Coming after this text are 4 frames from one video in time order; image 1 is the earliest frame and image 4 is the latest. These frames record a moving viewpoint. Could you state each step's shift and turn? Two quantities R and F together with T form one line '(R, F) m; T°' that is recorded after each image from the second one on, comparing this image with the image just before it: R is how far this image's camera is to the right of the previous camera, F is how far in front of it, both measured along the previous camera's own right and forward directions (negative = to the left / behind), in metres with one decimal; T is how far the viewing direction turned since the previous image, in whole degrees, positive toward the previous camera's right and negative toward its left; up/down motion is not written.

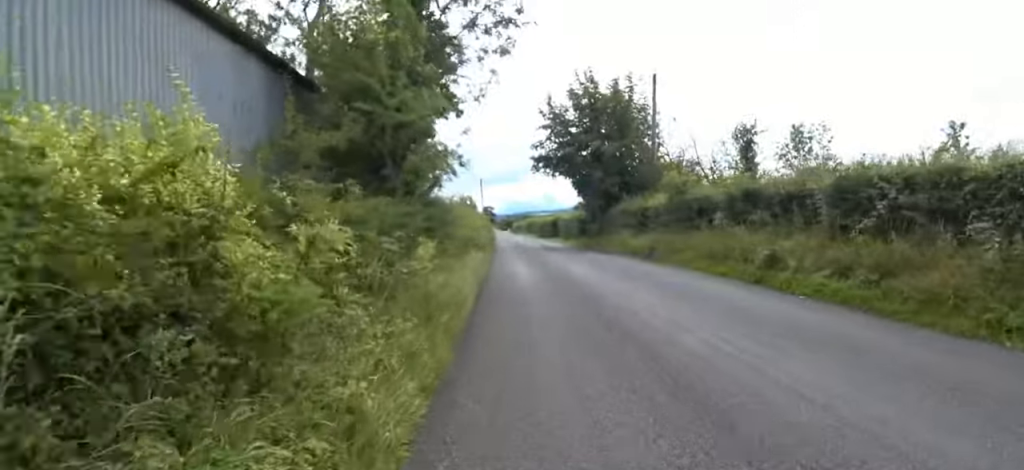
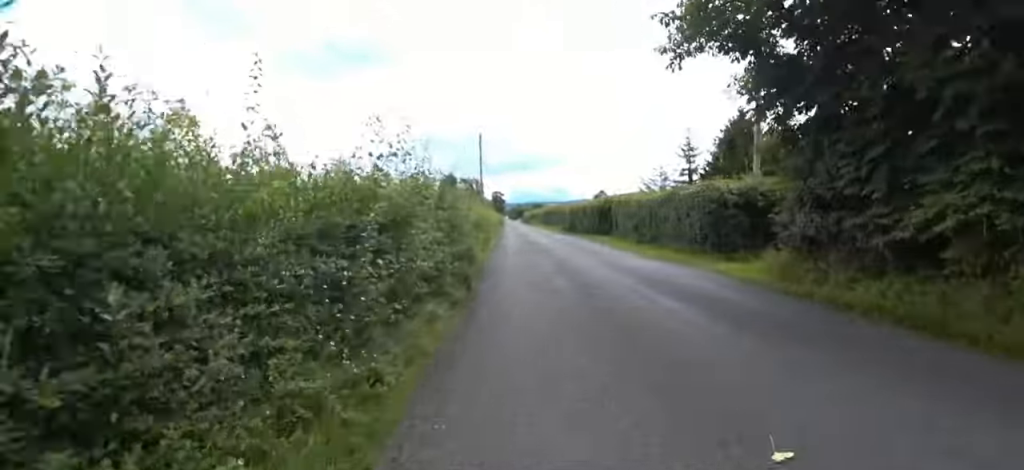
(-0.8, +21.4) m; -8°
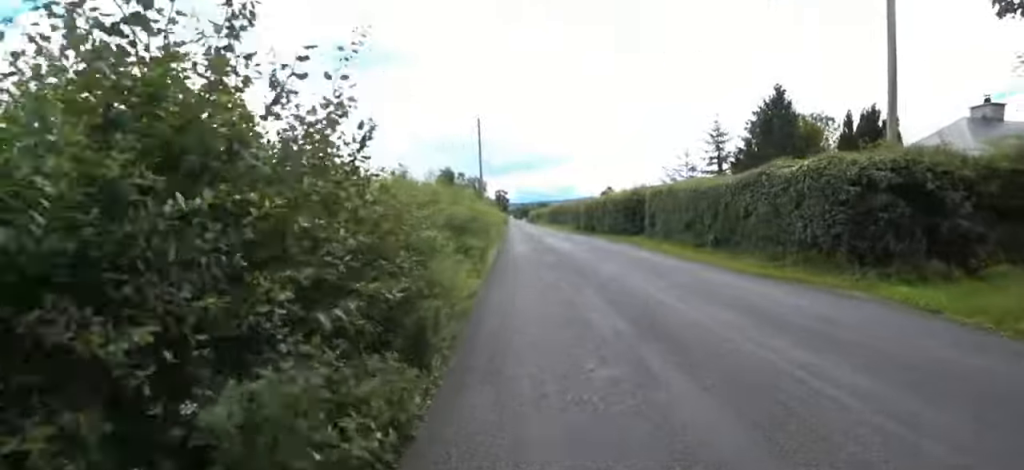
(-0.1, +5.3) m; +6°
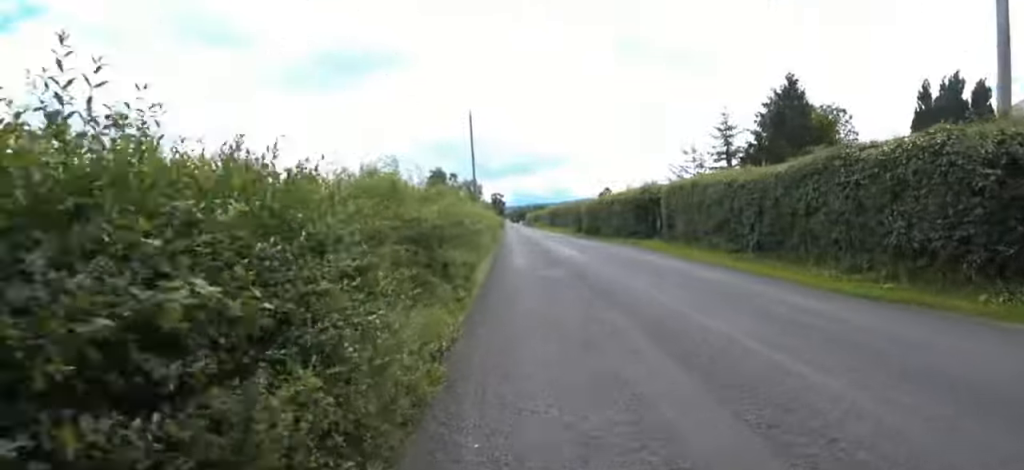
(+0.1, +2.6) m; 0°
